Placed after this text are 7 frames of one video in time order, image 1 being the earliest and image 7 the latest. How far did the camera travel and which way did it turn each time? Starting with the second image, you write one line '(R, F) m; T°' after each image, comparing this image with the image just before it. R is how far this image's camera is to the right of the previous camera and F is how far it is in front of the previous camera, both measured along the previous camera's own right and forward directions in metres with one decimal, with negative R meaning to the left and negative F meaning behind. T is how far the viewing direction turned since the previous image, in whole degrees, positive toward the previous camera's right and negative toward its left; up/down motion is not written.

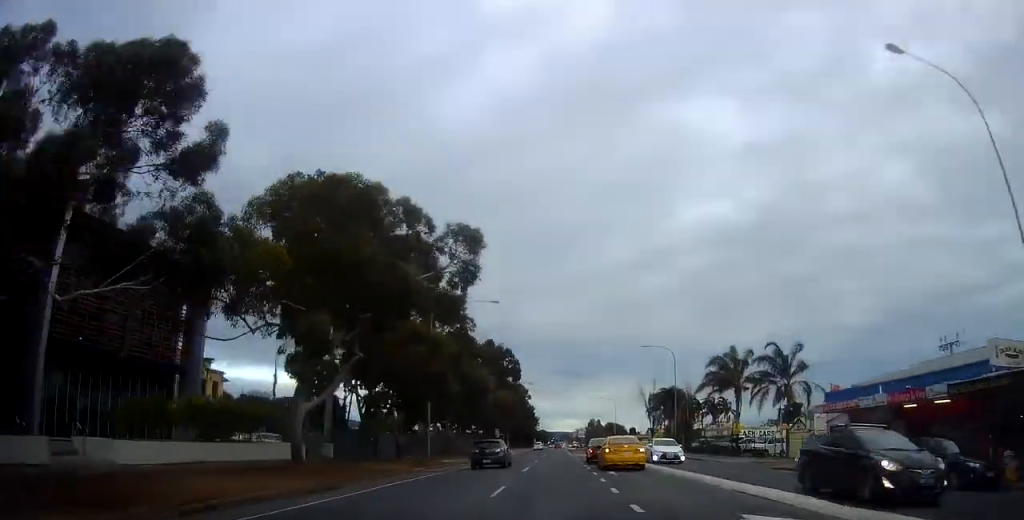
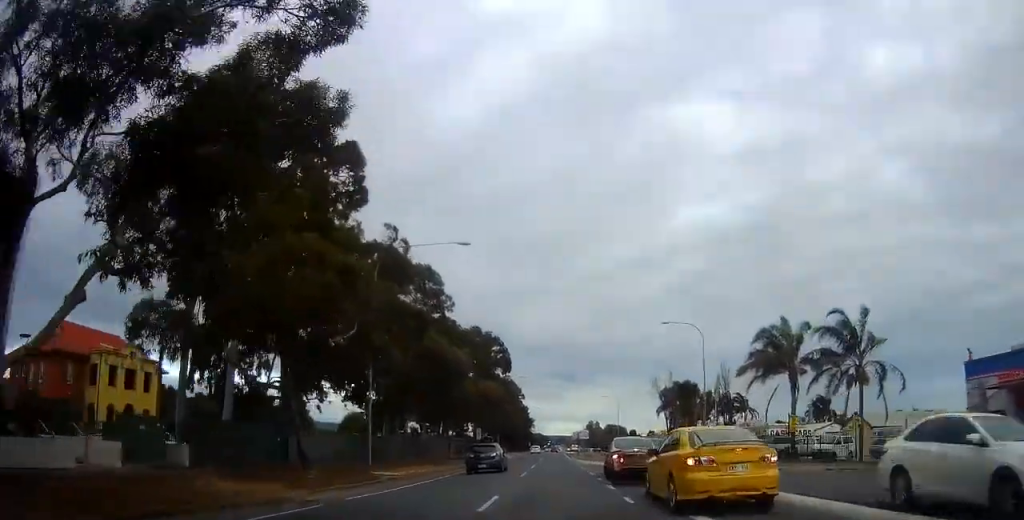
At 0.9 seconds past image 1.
(+0.1, +14.5) m; +3°
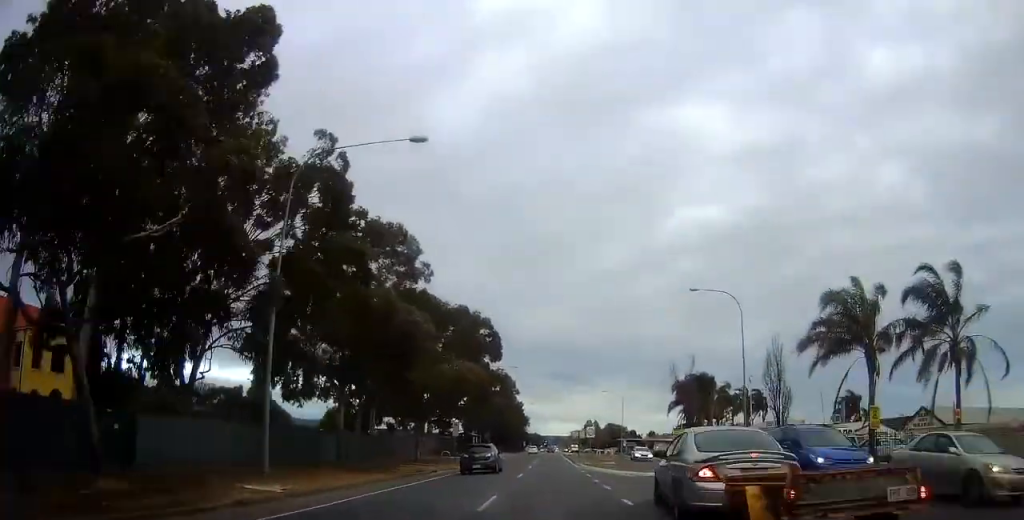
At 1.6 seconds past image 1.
(+0.6, +11.9) m; +1°
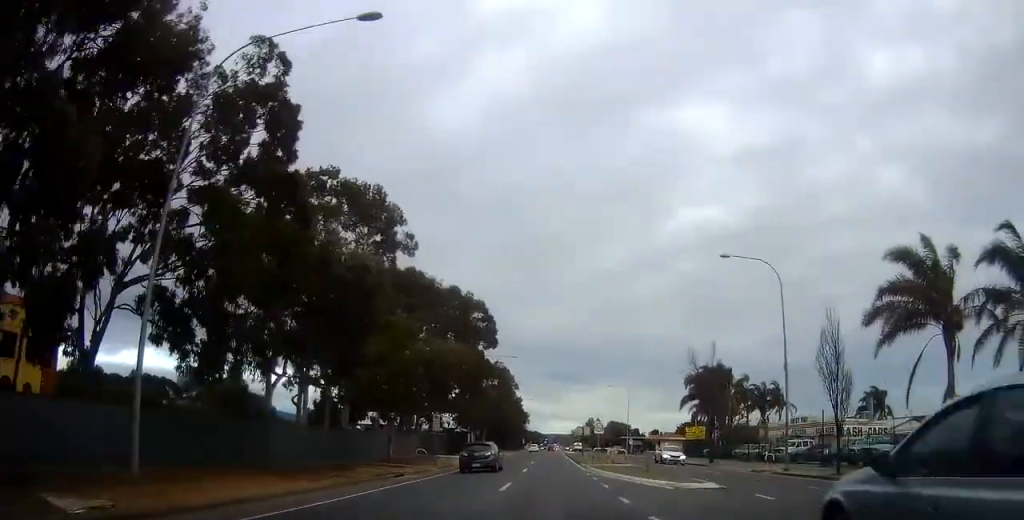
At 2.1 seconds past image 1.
(-0.1, +7.6) m; -1°
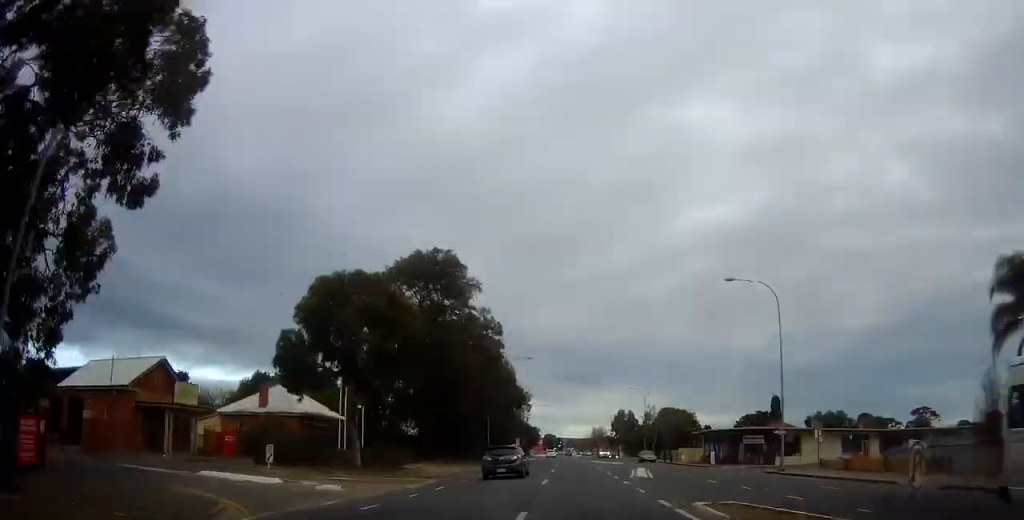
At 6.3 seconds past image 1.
(-1.5, +68.5) m; -2°
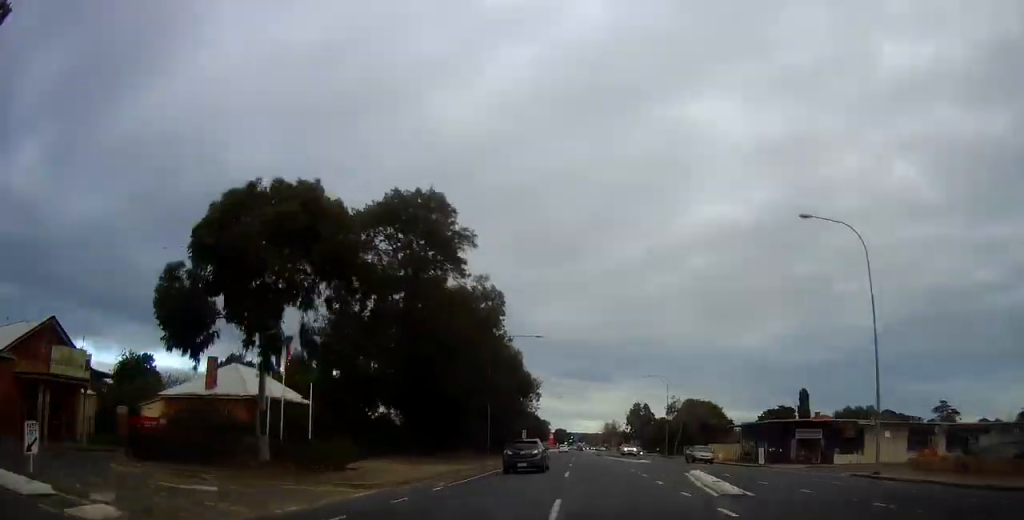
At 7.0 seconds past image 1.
(+0.1, +11.1) m; 0°
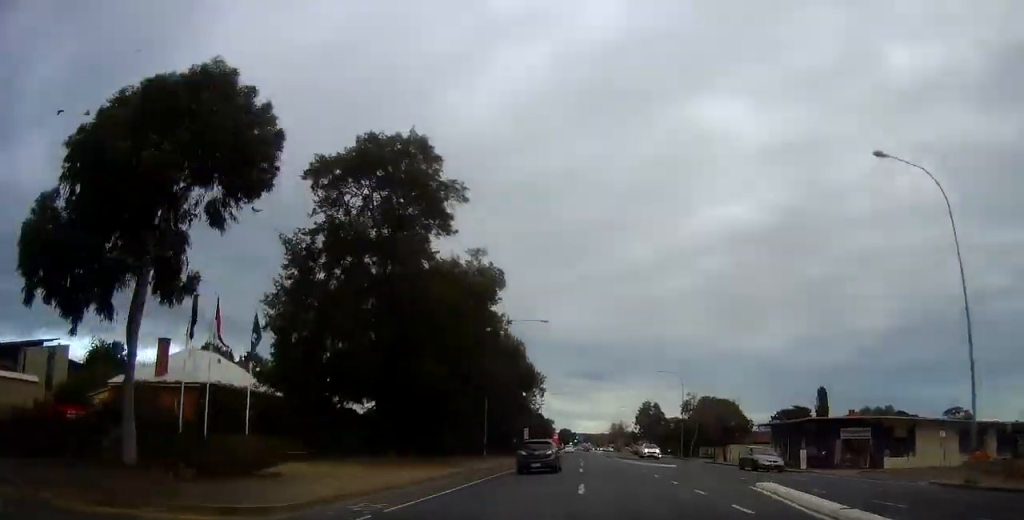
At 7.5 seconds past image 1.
(-0.2, +7.3) m; 0°
